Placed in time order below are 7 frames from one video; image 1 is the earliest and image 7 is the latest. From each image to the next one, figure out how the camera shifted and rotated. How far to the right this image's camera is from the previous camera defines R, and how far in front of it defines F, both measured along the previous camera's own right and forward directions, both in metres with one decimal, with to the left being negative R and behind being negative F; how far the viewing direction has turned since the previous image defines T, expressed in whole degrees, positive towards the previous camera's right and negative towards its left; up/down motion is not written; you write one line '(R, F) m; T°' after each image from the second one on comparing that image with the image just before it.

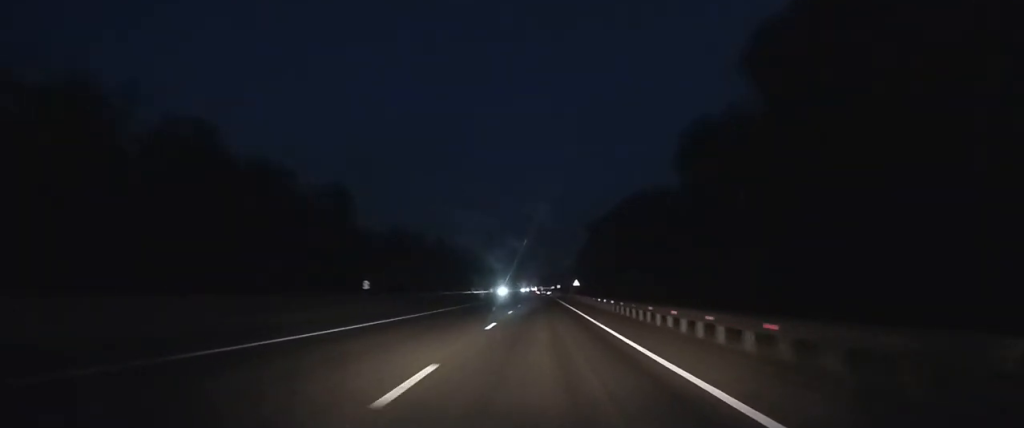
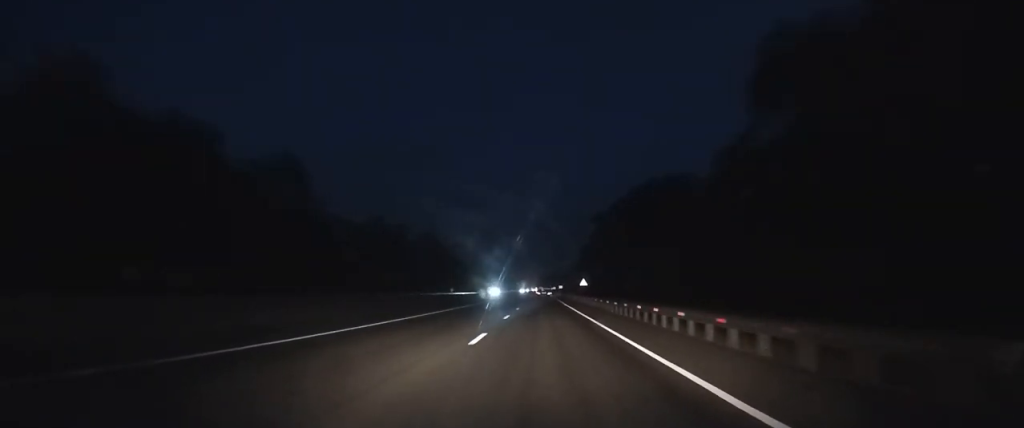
(-0.1, +18.7) m; 0°
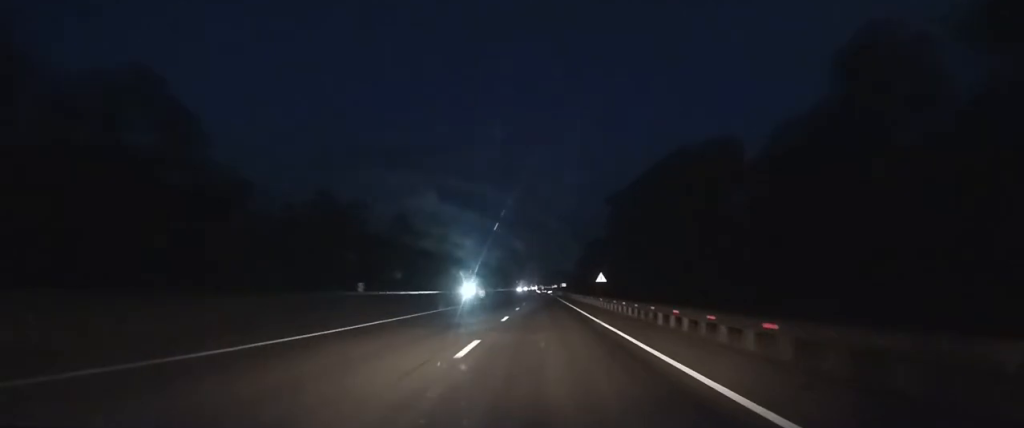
(+0.1, +28.8) m; 0°
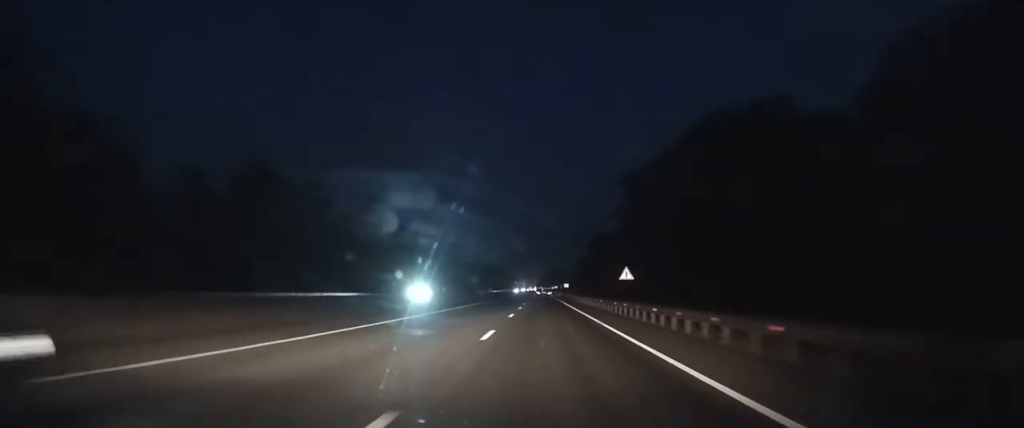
(+0.1, +20.7) m; 0°
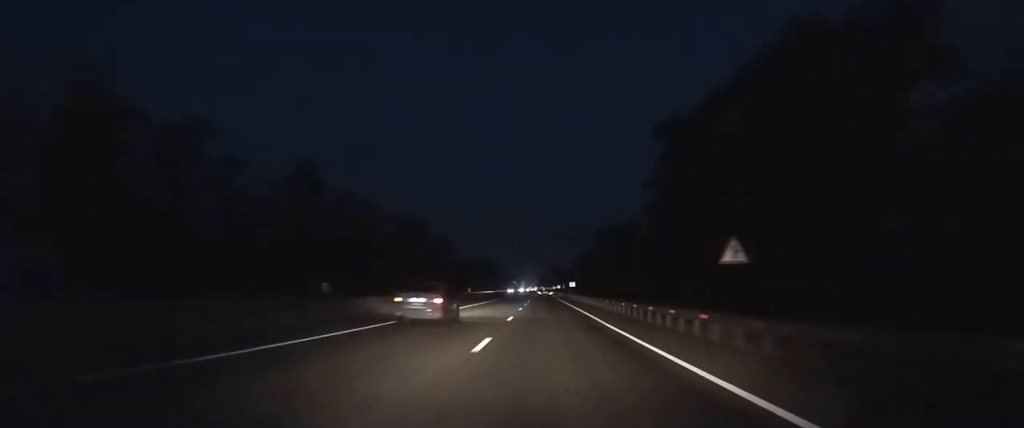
(0.0, +26.3) m; 0°
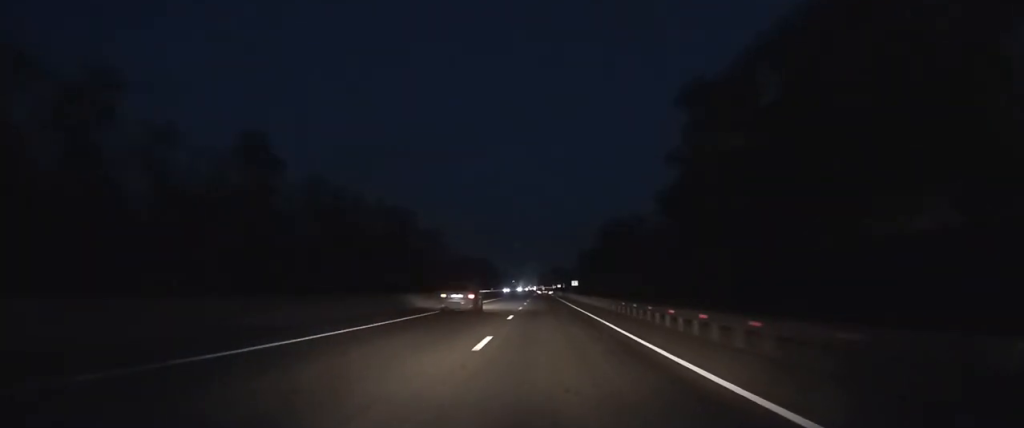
(0.0, +11.4) m; 0°
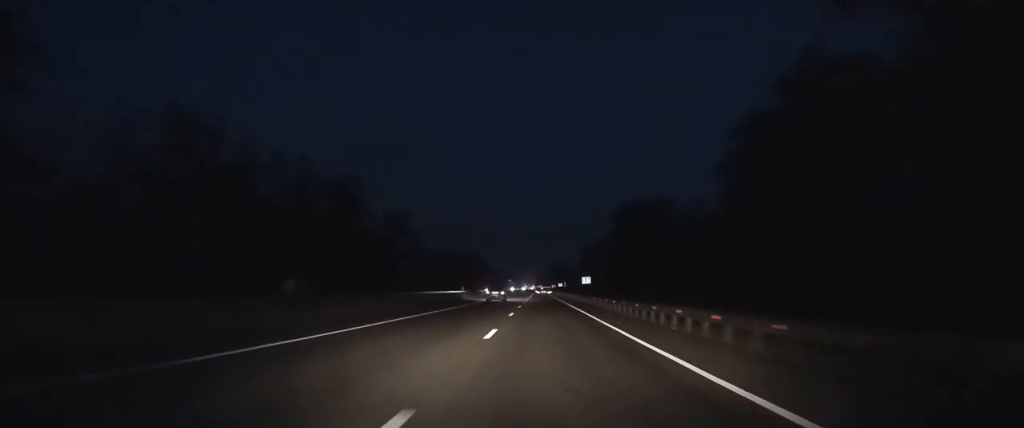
(0.0, +29.9) m; 0°
